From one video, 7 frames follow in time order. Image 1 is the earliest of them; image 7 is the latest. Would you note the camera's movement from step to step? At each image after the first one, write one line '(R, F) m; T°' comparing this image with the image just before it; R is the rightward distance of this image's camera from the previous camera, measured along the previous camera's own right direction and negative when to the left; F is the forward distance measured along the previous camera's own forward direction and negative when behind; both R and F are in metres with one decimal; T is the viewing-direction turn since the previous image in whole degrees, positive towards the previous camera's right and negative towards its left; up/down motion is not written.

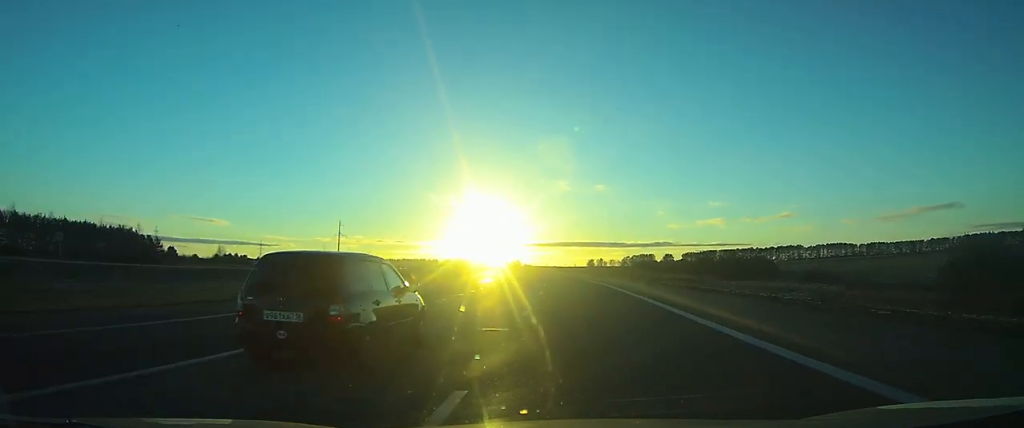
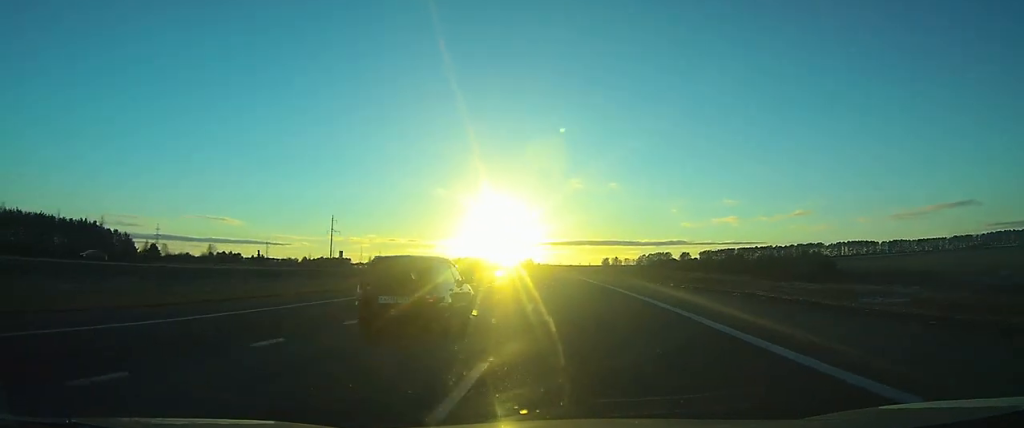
(-0.4, +22.8) m; -2°
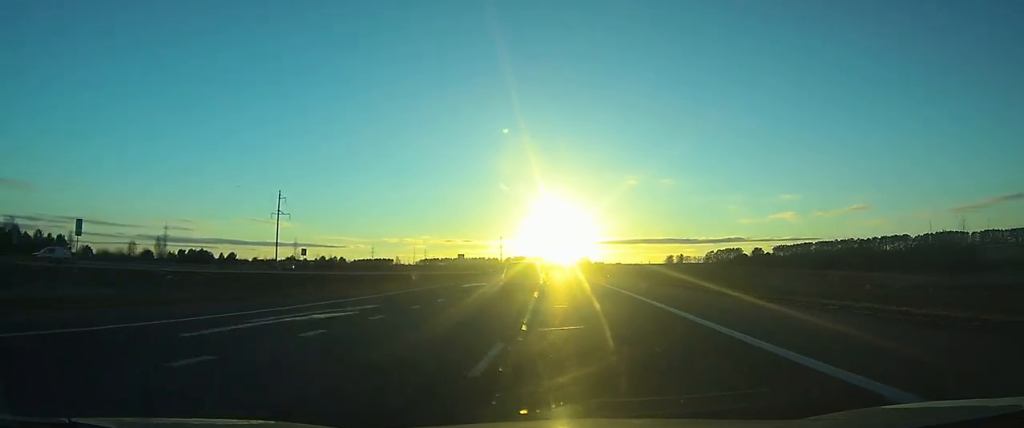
(-4.2, +82.1) m; -6°
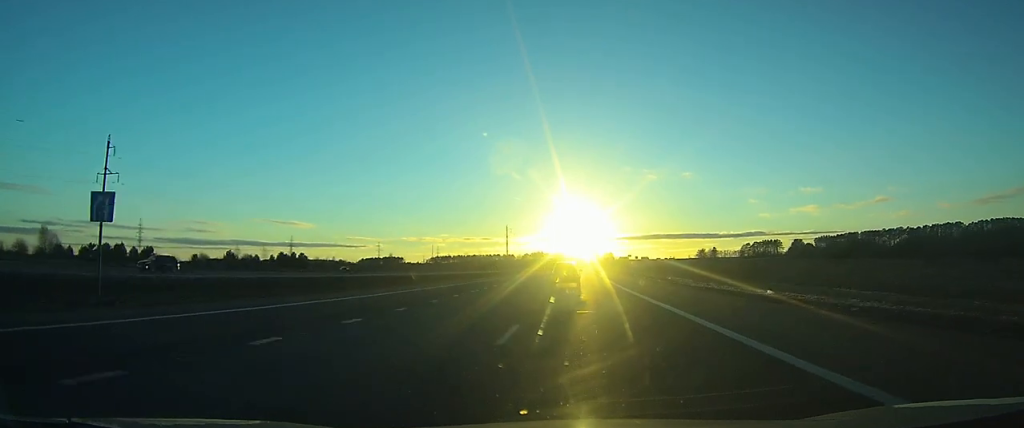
(-2.1, +66.3) m; -2°
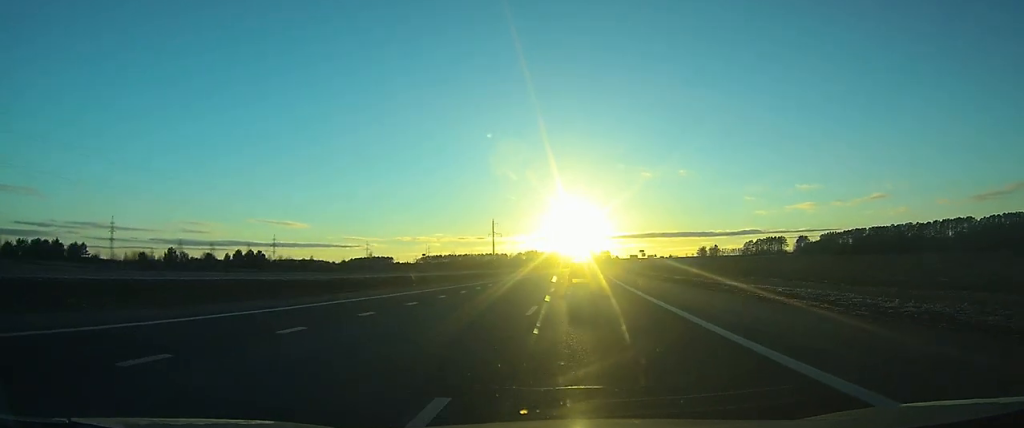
(-0.1, +29.5) m; 0°
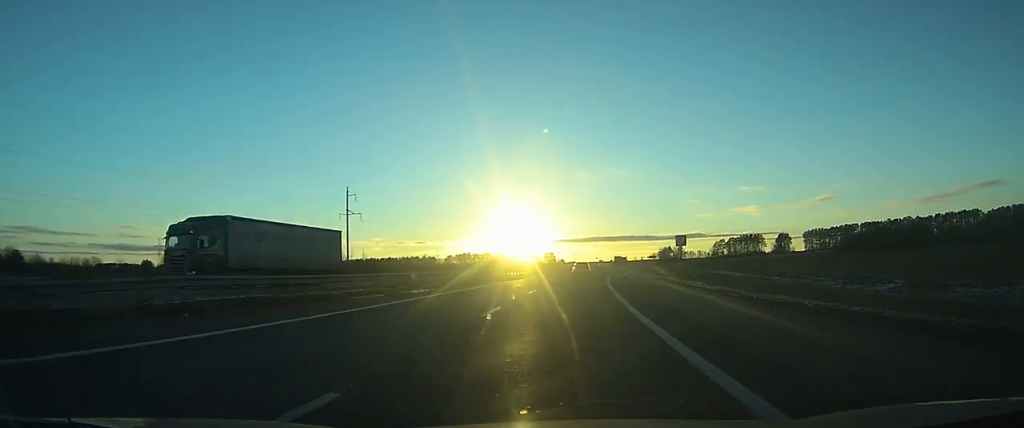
(+4.2, +105.8) m; +5°
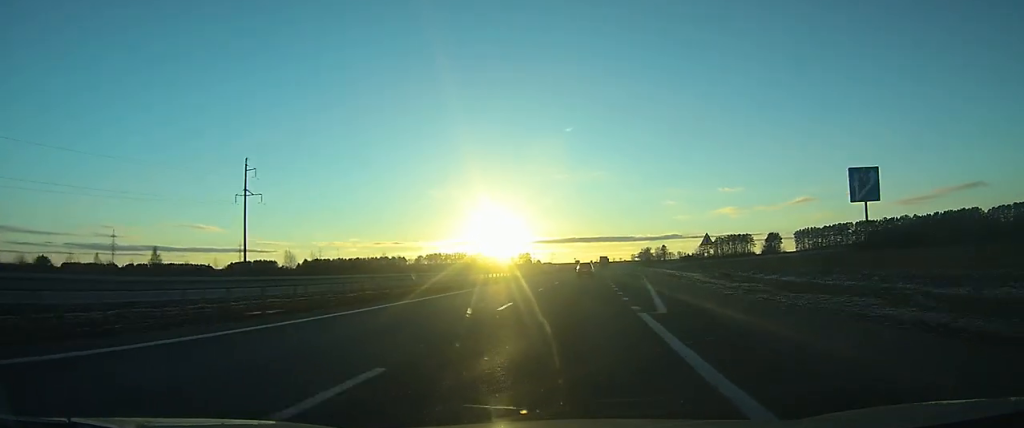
(+0.4, +31.4) m; +2°
